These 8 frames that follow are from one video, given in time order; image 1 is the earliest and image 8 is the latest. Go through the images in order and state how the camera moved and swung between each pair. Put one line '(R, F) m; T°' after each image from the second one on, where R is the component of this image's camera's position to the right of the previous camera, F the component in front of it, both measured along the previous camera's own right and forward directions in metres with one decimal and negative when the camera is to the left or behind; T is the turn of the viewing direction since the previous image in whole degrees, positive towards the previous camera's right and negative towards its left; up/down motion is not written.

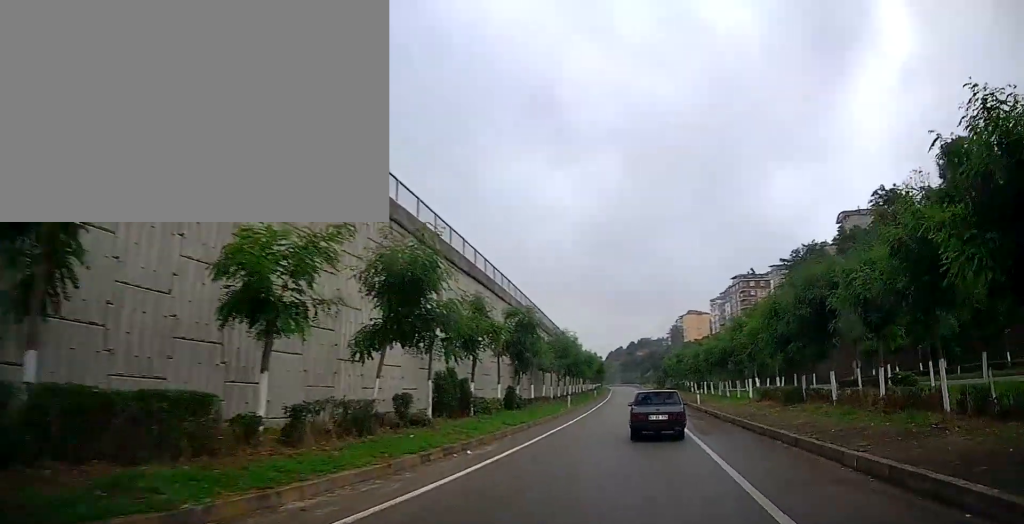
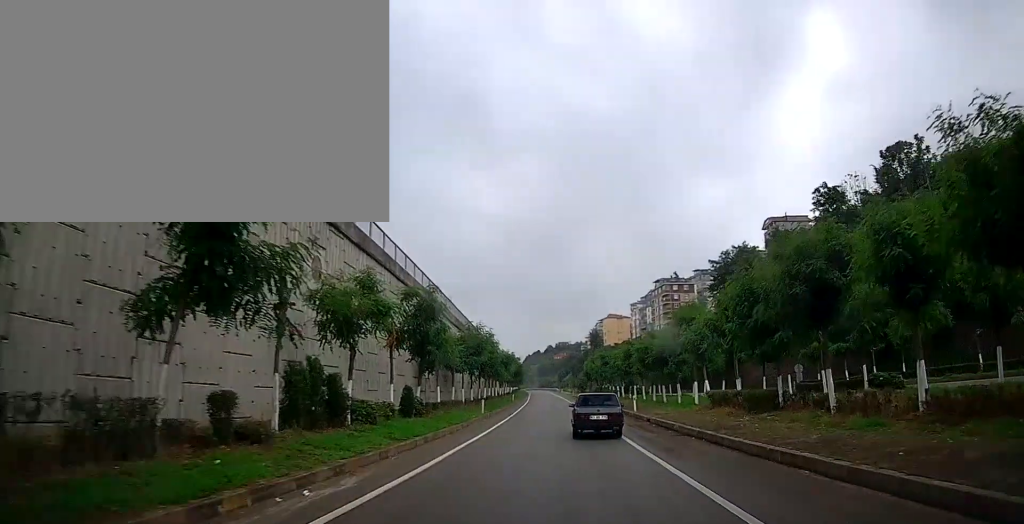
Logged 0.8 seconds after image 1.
(+0.5, +5.1) m; +8°
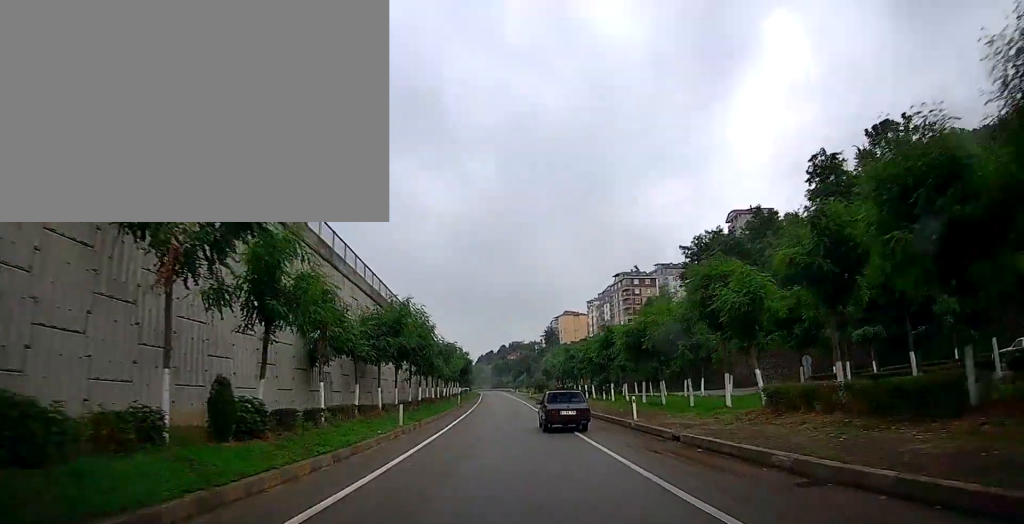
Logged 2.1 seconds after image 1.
(+0.9, +10.2) m; +7°
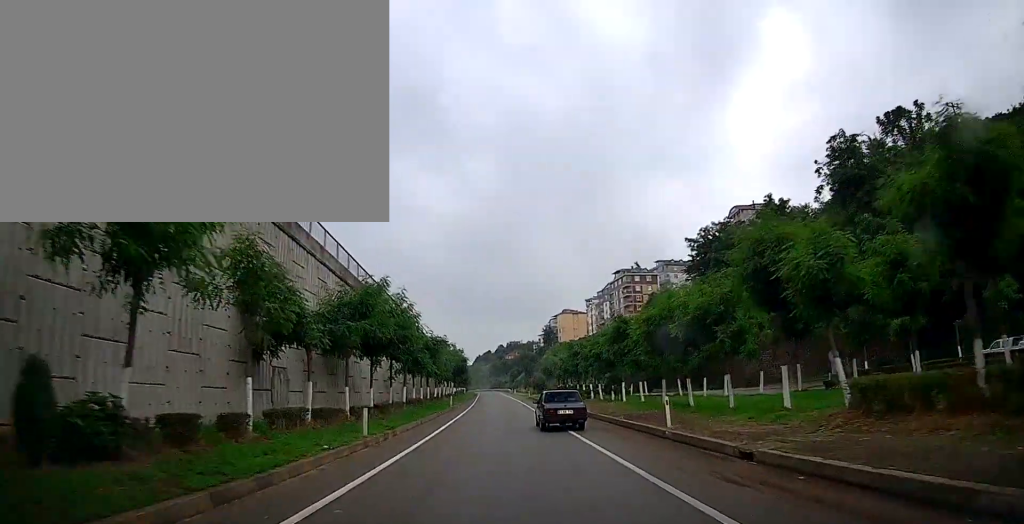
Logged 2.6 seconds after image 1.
(0.0, +4.6) m; -1°
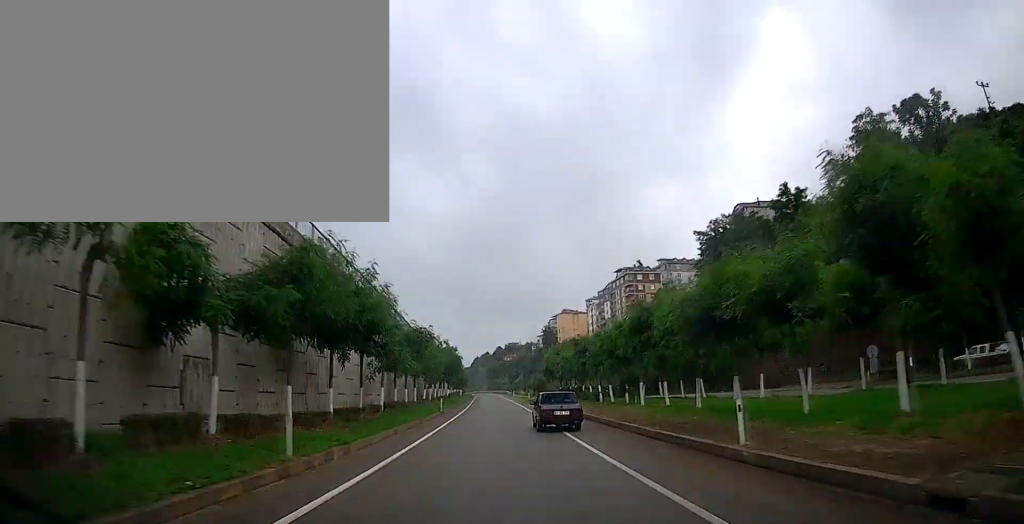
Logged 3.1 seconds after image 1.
(+0.1, +5.0) m; -1°
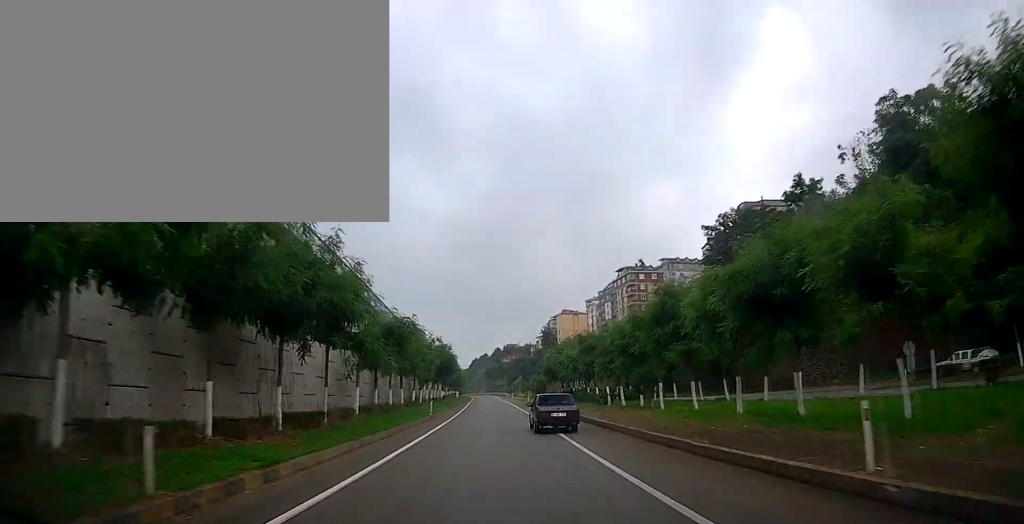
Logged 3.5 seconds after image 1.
(-0.1, +4.2) m; 0°
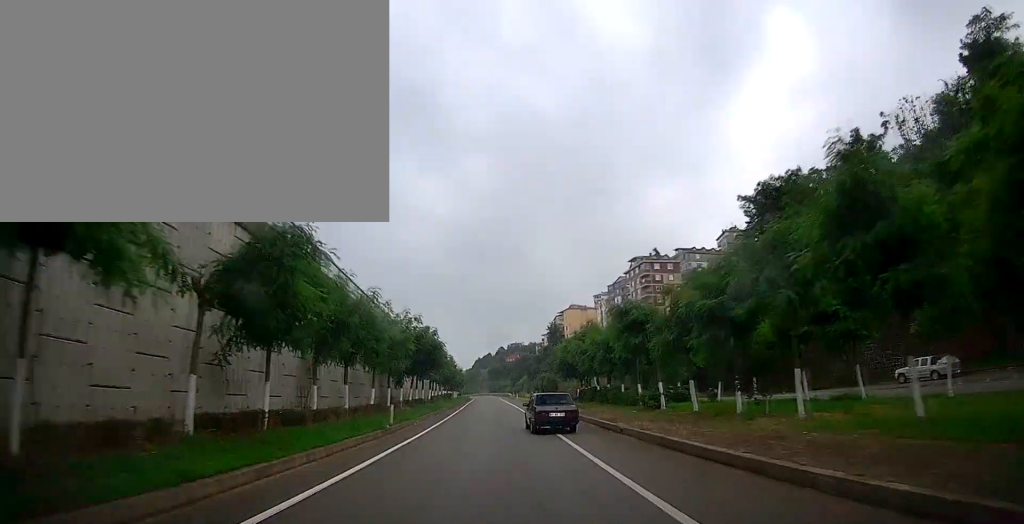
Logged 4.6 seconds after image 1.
(0.0, +12.3) m; +1°
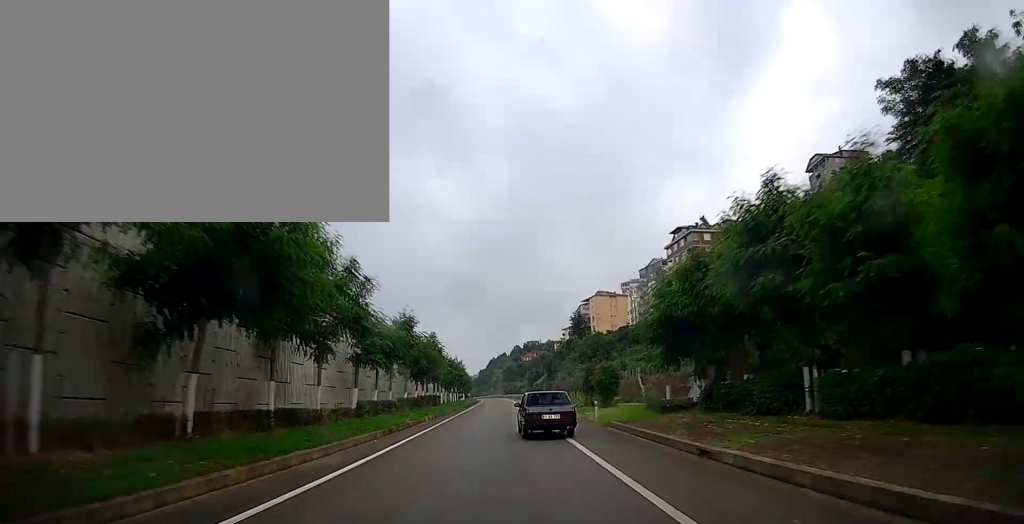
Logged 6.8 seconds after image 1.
(0.0, +27.7) m; -2°
